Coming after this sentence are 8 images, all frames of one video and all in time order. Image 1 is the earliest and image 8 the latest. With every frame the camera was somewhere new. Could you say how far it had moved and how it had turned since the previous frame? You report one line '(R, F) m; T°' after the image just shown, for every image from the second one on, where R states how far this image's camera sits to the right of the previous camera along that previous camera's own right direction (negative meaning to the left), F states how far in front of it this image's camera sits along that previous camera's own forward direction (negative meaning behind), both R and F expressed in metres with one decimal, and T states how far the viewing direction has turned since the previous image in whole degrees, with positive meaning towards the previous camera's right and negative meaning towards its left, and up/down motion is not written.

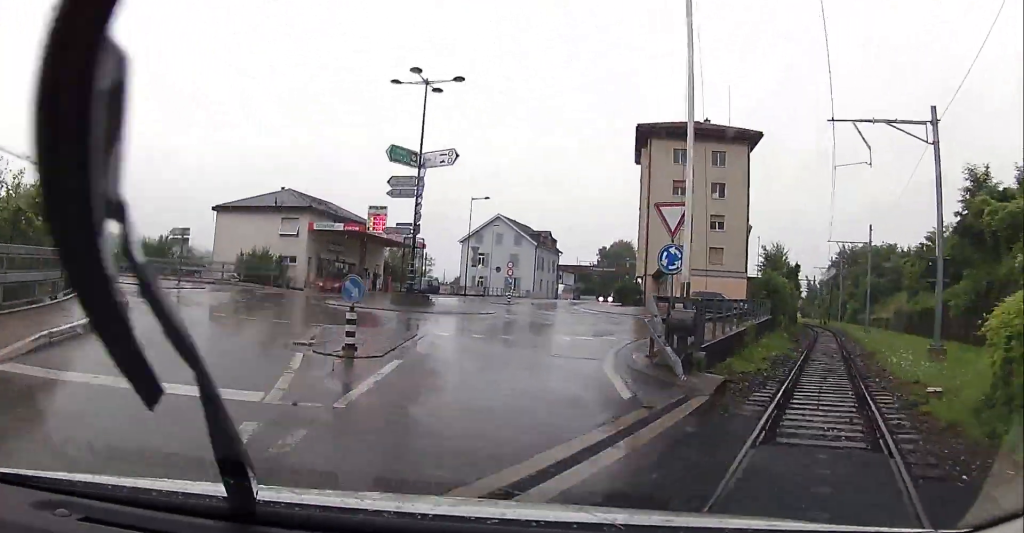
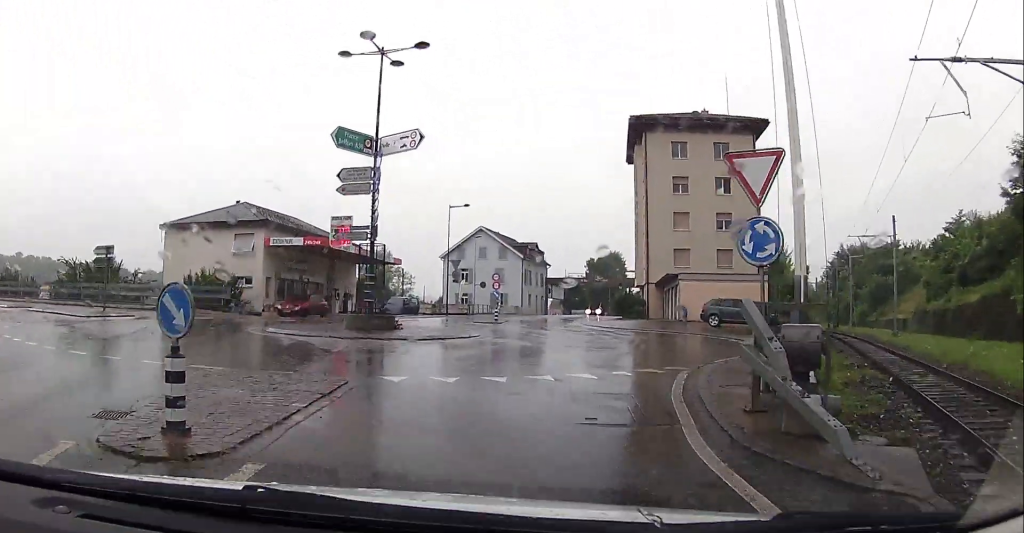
(0.0, +5.6) m; -2°
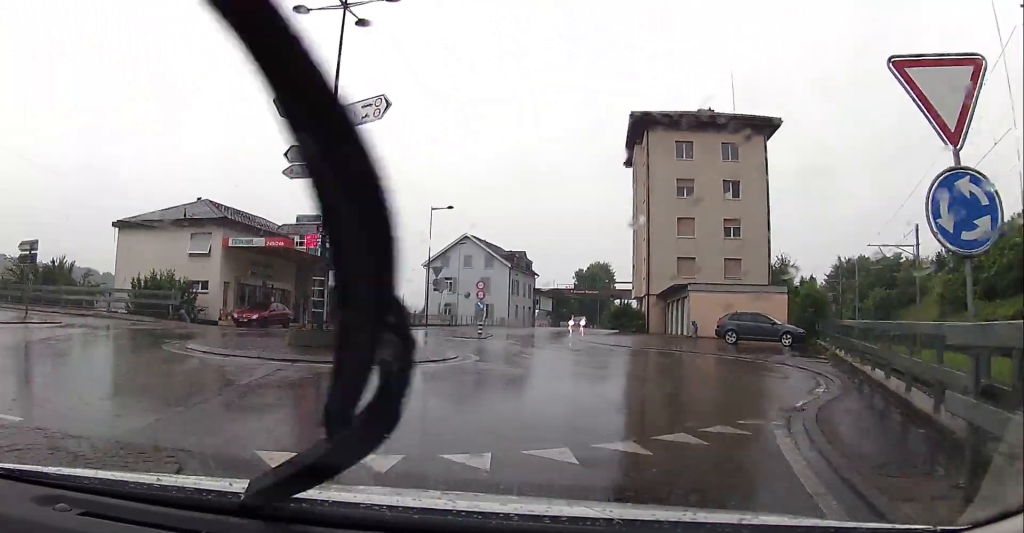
(-0.1, +4.4) m; -1°
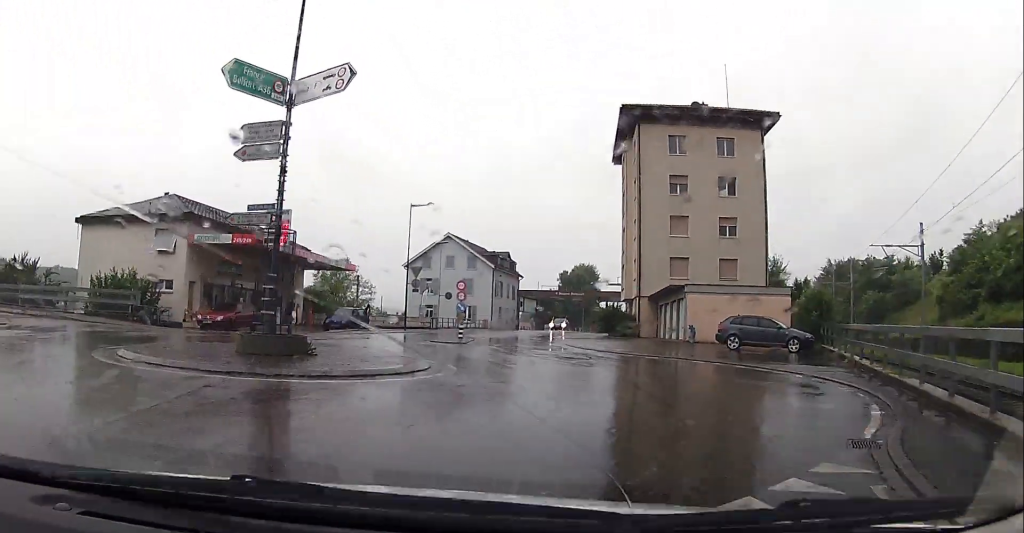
(-0.1, +2.3) m; 0°
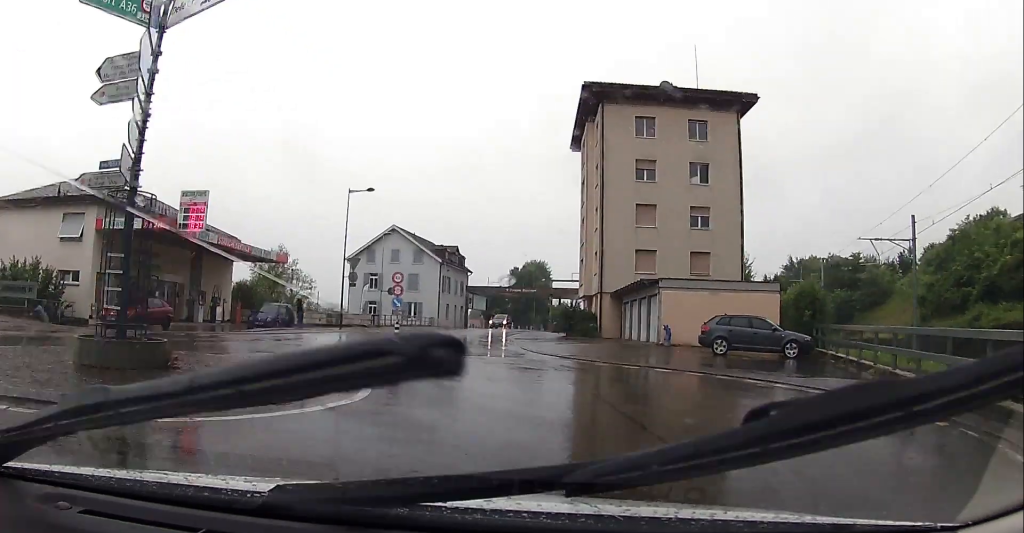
(+0.1, +3.9) m; -1°
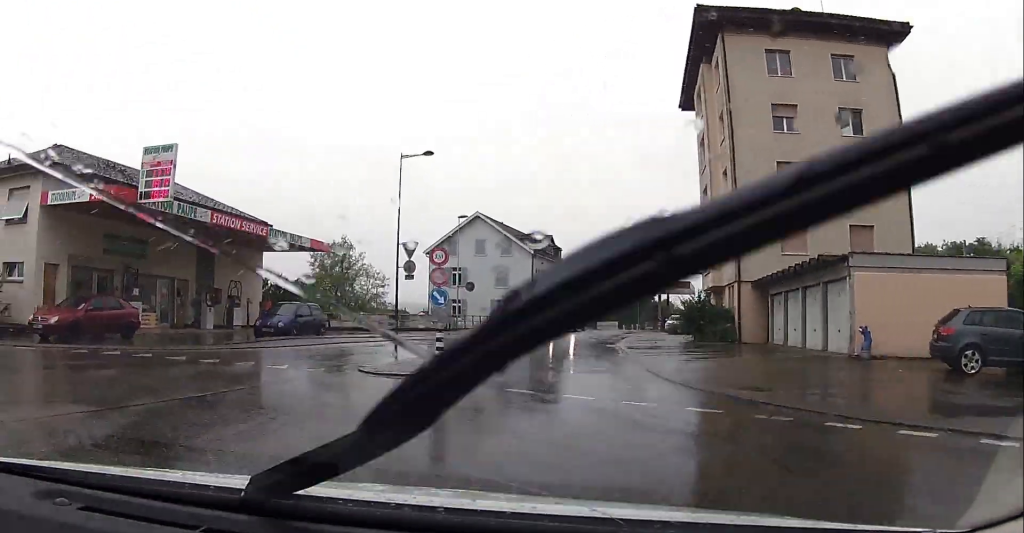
(-1.2, +8.6) m; -19°
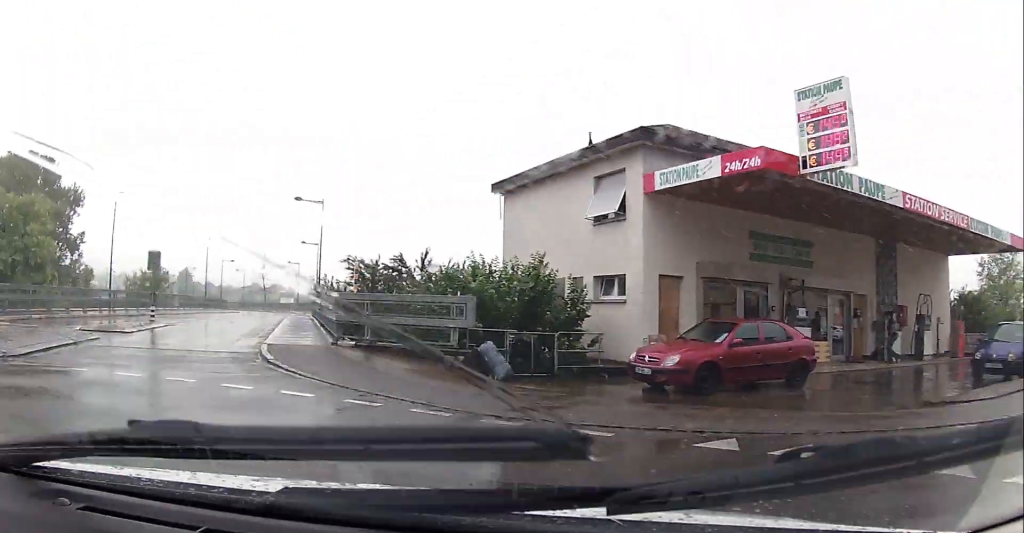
(-2.0, +7.7) m; -50°
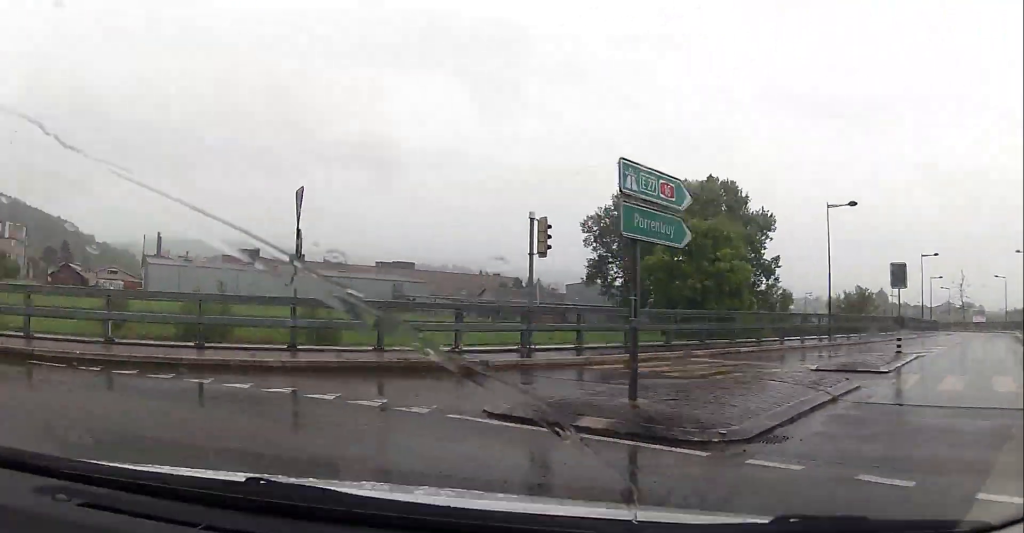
(-3.4, +6.0) m; -51°
